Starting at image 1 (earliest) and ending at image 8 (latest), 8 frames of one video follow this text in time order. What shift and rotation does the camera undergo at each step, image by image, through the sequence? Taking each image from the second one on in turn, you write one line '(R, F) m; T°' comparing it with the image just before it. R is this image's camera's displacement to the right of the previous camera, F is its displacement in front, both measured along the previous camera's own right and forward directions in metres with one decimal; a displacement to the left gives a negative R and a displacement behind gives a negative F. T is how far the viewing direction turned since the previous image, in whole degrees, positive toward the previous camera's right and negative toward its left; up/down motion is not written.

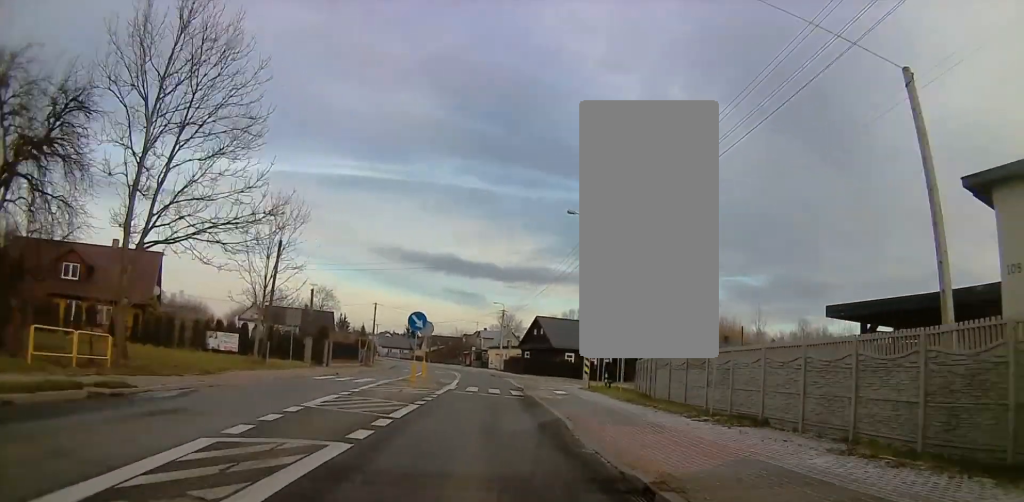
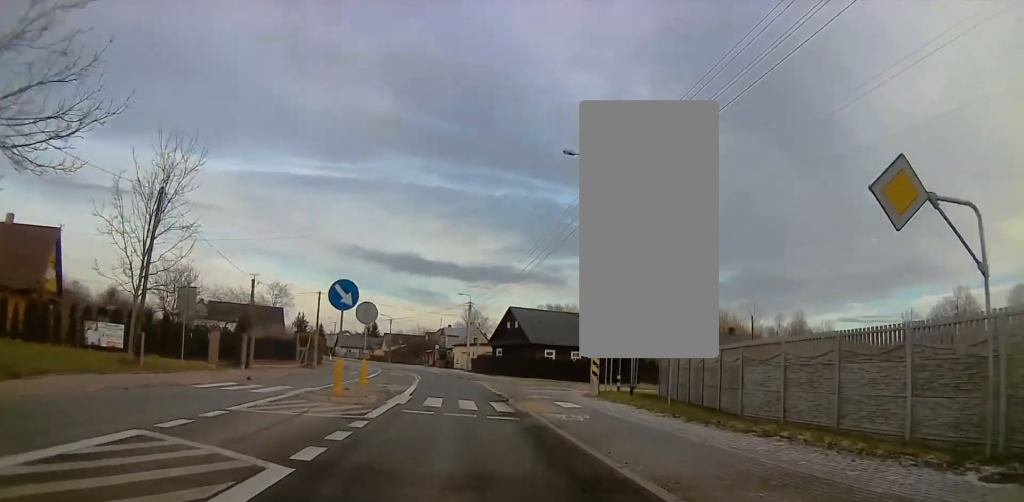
(0.0, +10.6) m; +1°
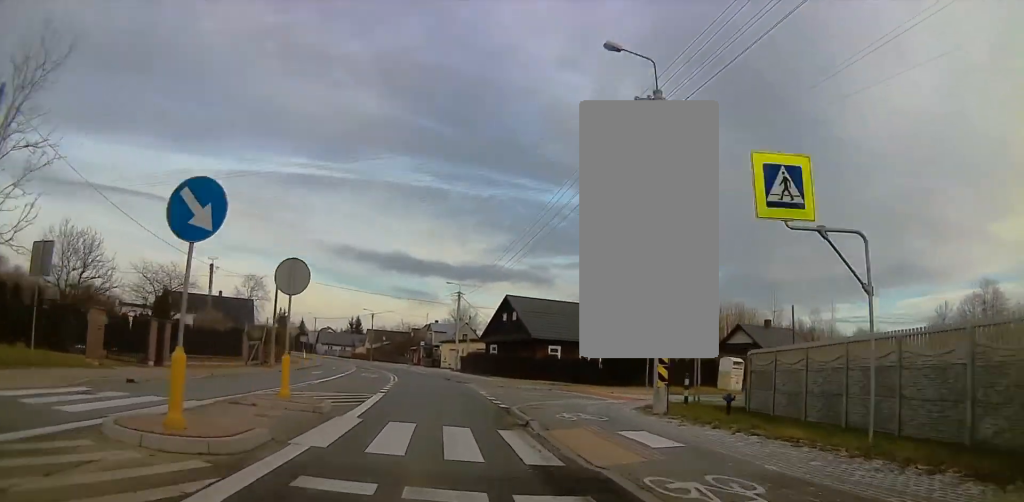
(+0.1, +9.1) m; +3°
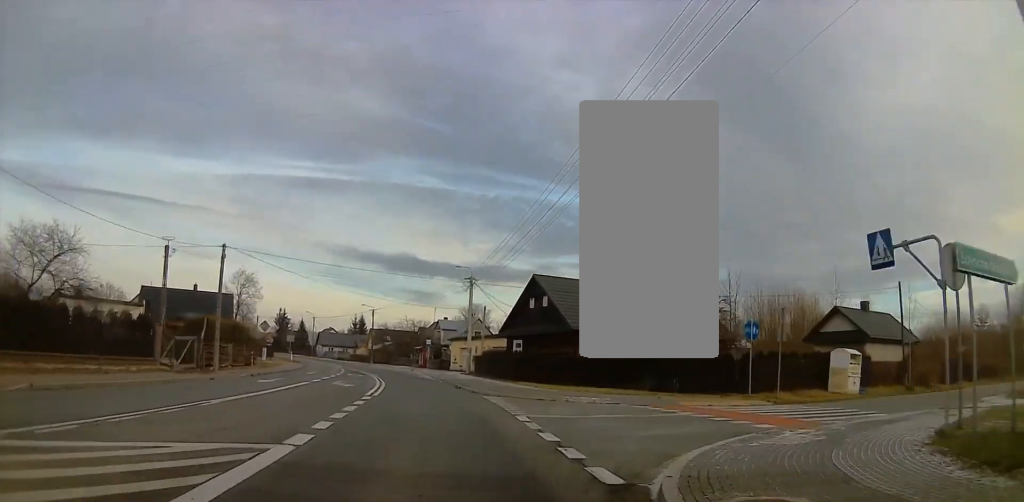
(+0.6, +12.5) m; +3°
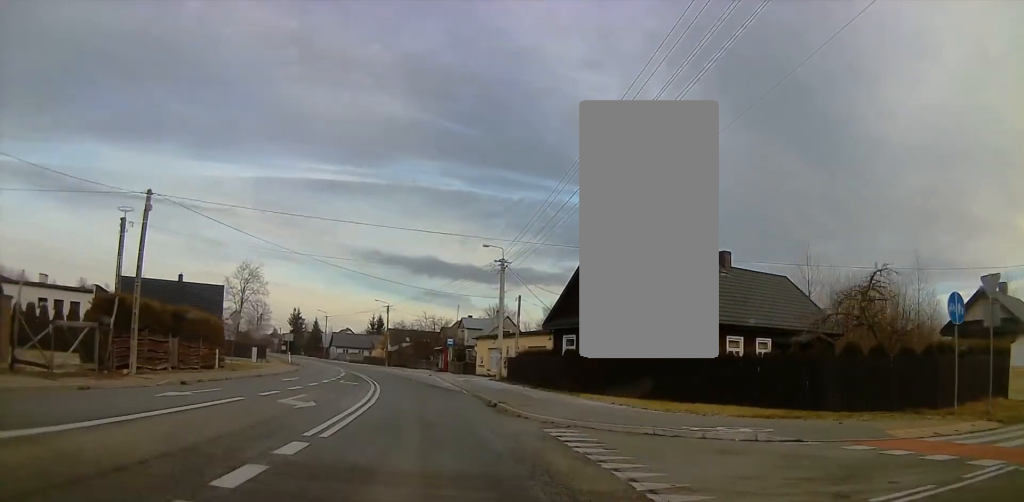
(+0.3, +10.9) m; 0°
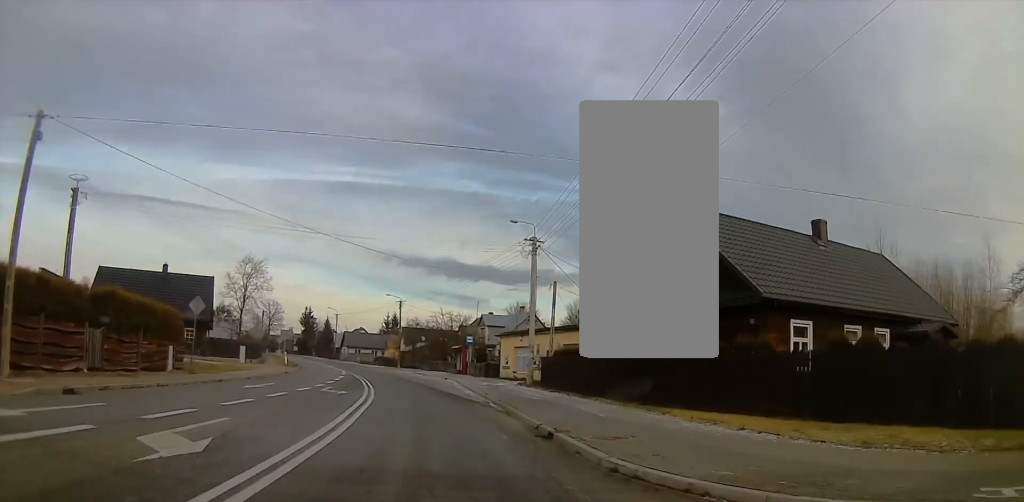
(+0.2, +8.0) m; -2°
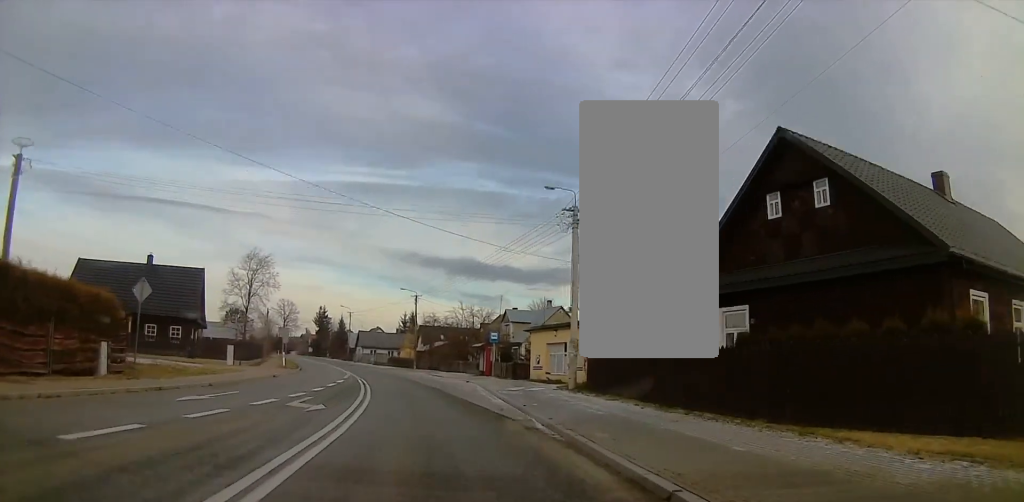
(-0.3, +7.3) m; -3°
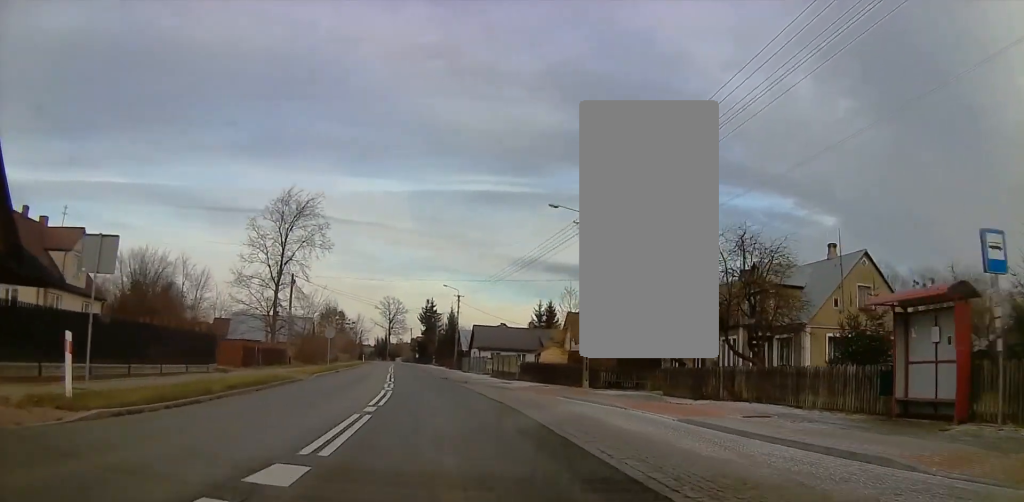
(-3.8, +38.4) m; -11°
